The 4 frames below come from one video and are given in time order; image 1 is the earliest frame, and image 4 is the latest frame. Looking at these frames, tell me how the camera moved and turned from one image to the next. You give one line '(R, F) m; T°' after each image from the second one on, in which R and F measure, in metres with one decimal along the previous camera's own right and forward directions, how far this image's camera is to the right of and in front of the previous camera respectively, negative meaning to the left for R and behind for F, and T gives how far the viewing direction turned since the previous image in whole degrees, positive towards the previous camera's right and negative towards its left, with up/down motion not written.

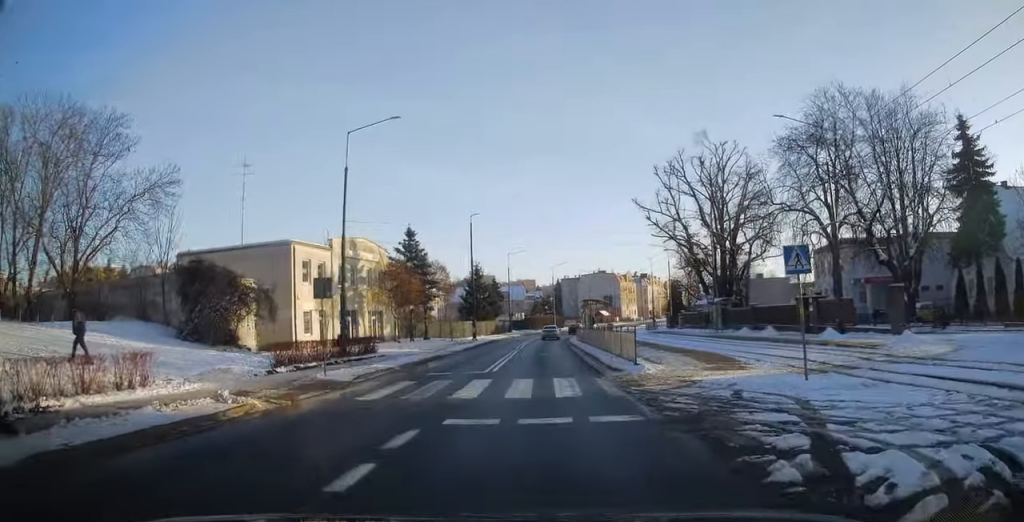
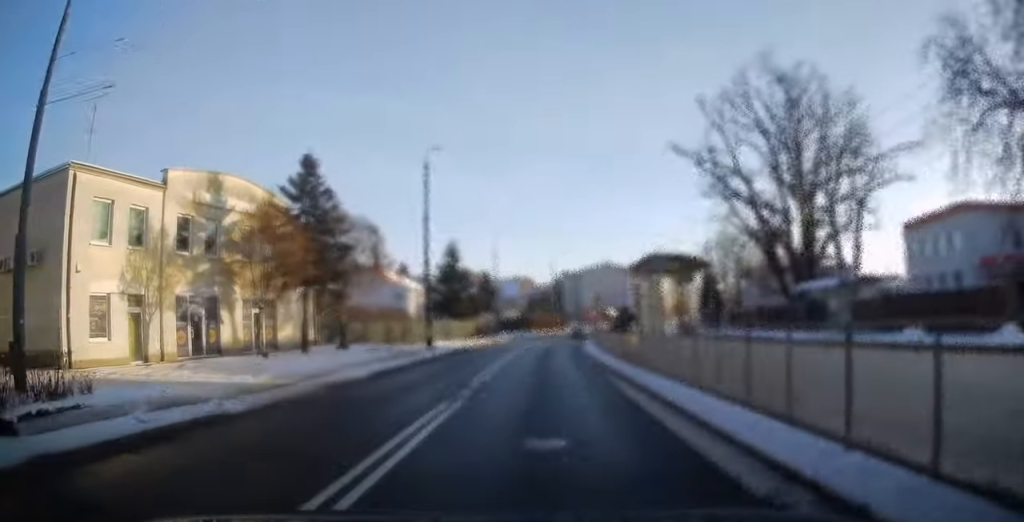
(-0.3, +21.6) m; -1°
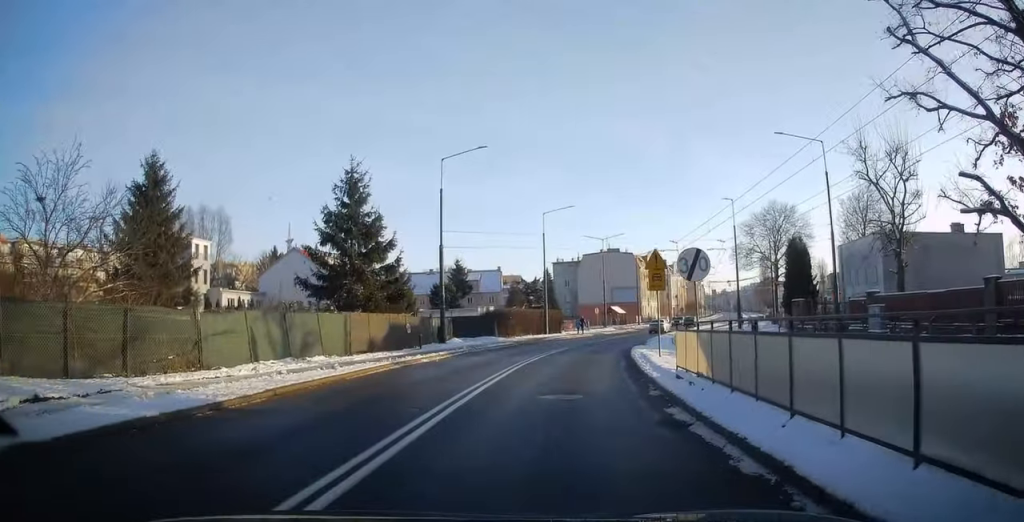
(+0.5, +30.4) m; +3°
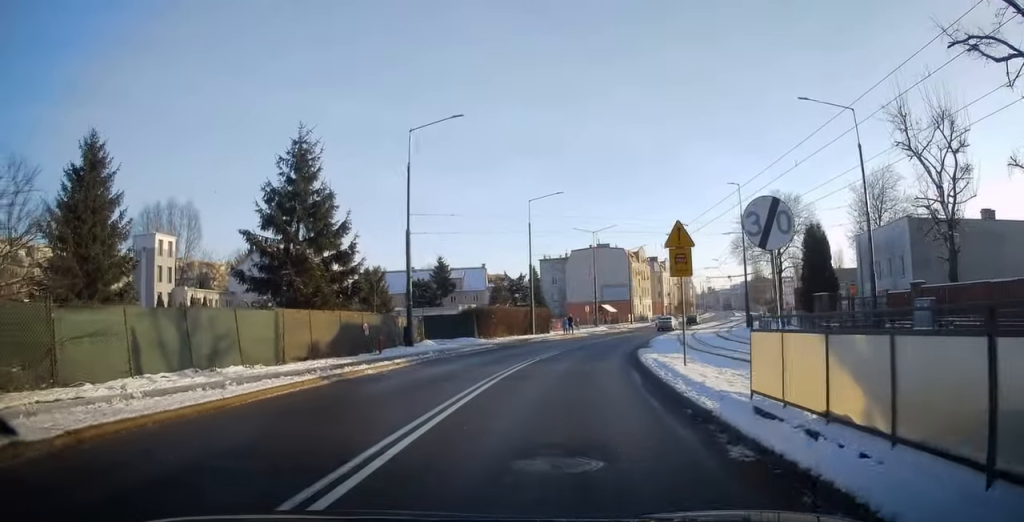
(+0.1, +5.8) m; +1°
